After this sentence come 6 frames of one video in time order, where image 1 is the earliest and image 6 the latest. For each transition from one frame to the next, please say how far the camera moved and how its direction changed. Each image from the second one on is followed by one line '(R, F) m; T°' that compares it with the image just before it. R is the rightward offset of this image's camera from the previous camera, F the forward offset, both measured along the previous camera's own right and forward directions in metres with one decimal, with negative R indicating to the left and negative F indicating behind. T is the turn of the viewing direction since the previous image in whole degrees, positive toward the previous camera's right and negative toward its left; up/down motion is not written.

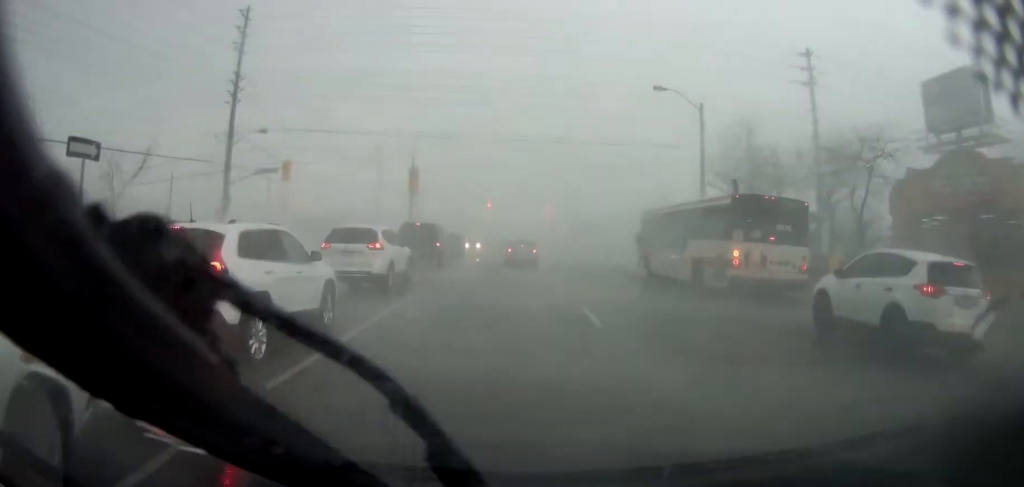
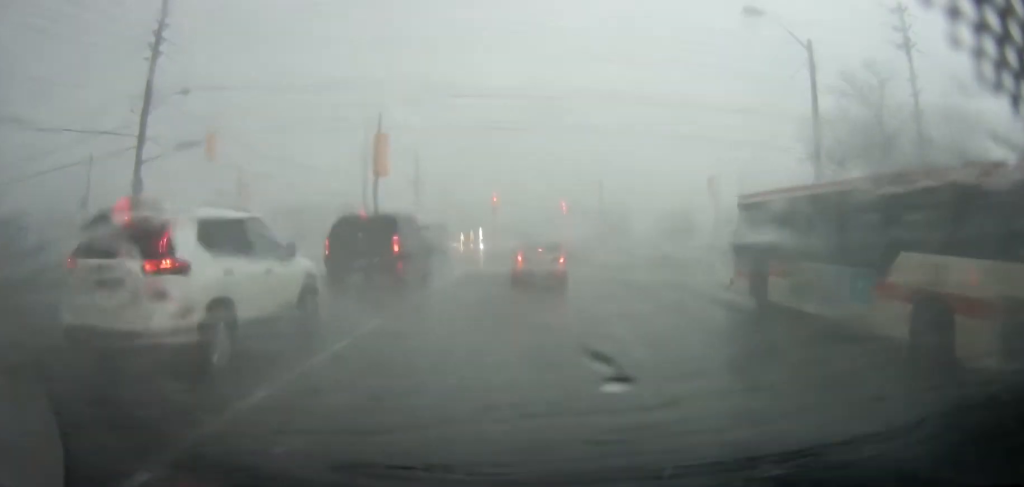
(-0.2, +11.9) m; -1°
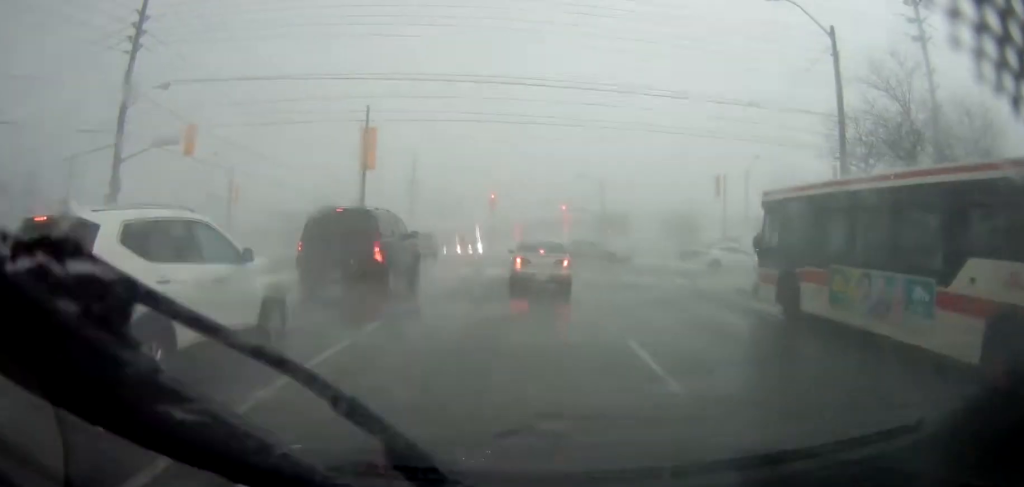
(+0.1, +2.0) m; -1°
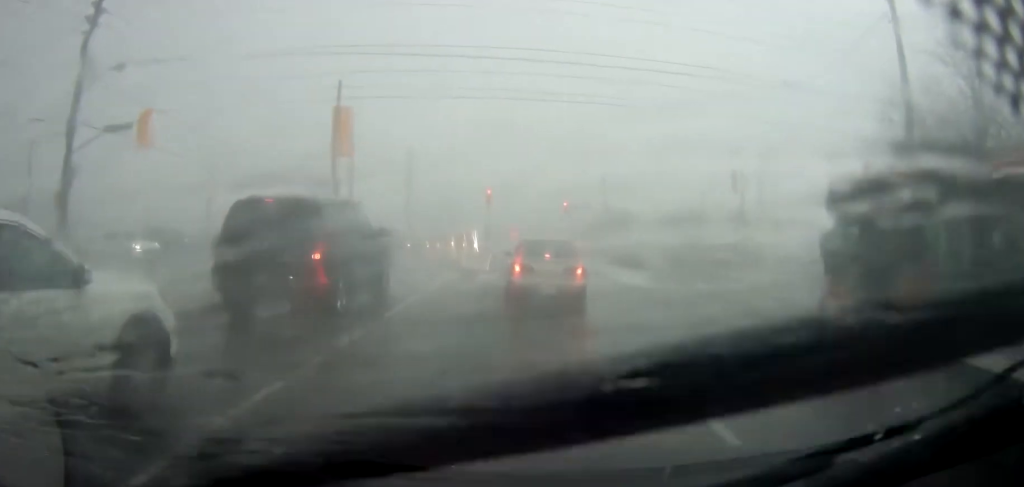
(-0.1, +4.0) m; -1°
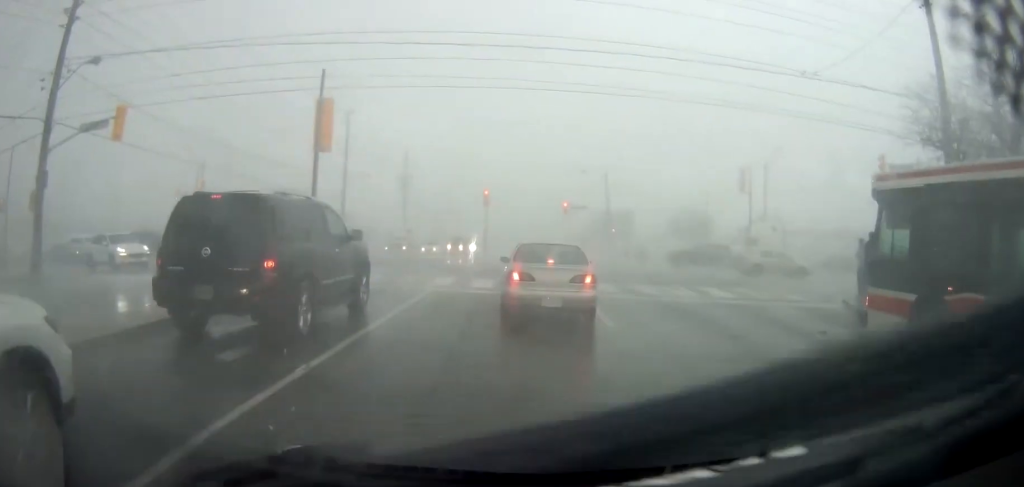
(-0.1, +1.8) m; 0°
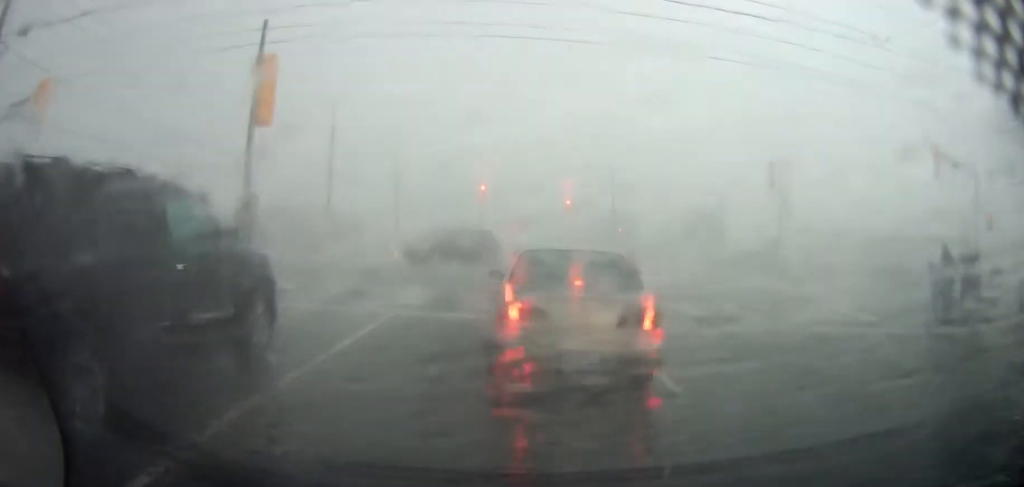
(+0.2, +5.5) m; 0°
